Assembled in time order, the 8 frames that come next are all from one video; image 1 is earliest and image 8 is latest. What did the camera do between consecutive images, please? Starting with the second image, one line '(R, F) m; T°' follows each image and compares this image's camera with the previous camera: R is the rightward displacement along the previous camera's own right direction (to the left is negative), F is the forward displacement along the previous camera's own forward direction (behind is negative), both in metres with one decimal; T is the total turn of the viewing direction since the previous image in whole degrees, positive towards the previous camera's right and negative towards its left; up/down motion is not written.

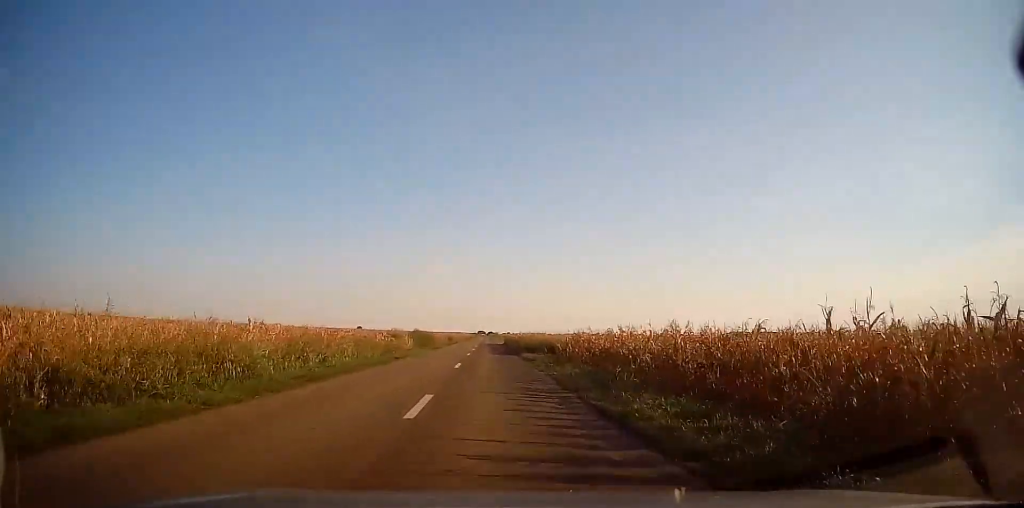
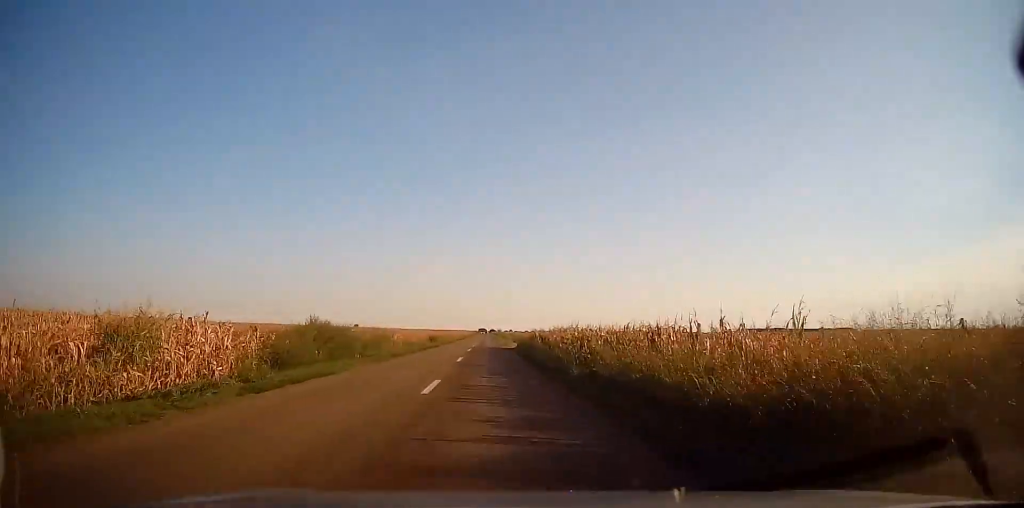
(-0.3, +33.1) m; -1°
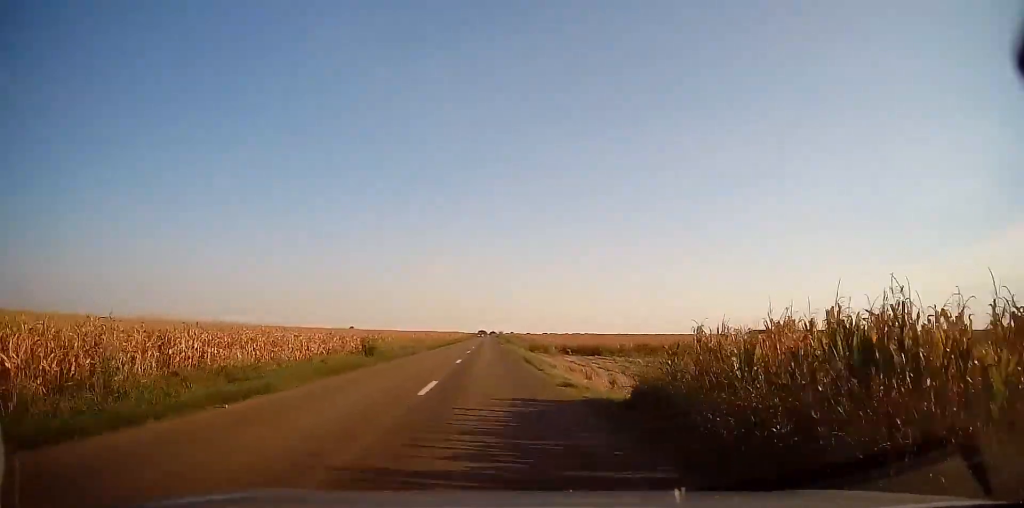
(-0.1, +36.2) m; +1°
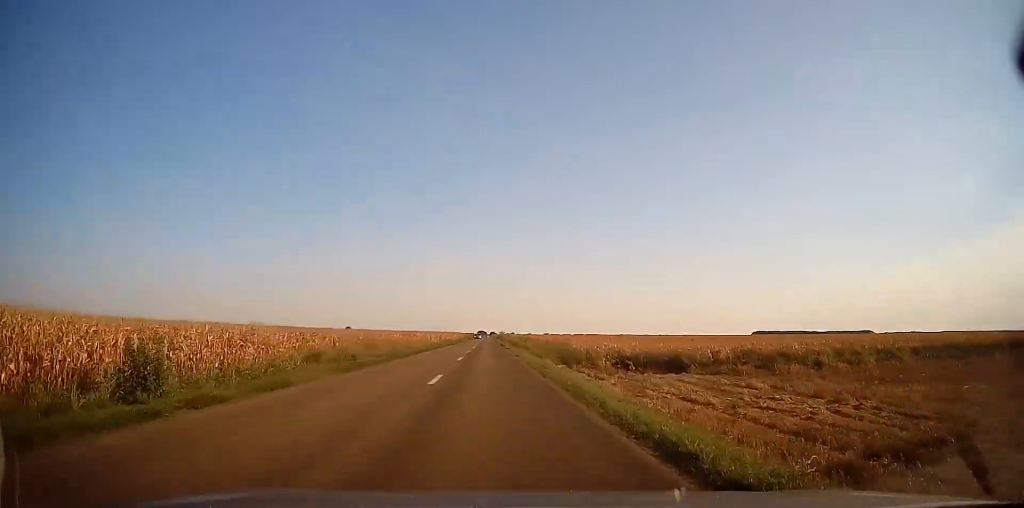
(+0.2, +21.6) m; 0°
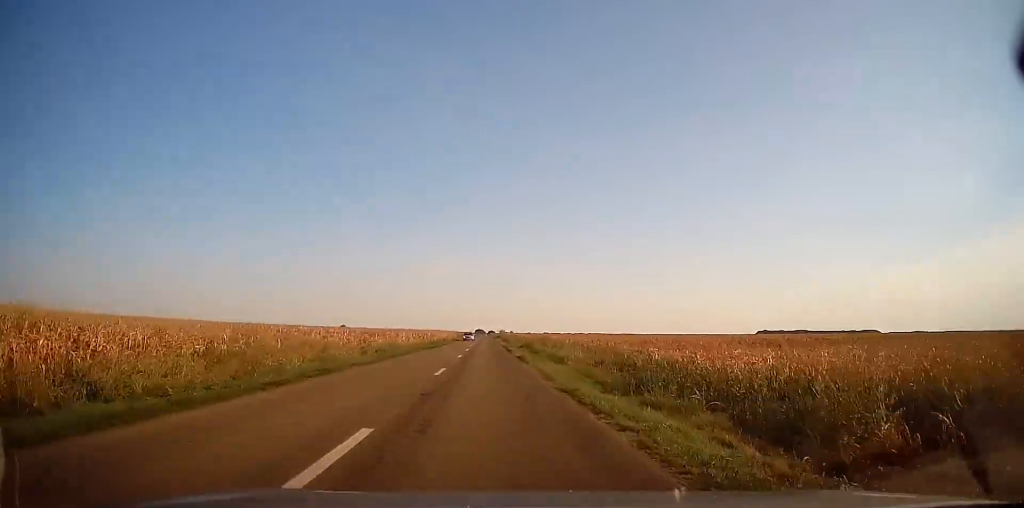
(+0.1, +21.2) m; -1°
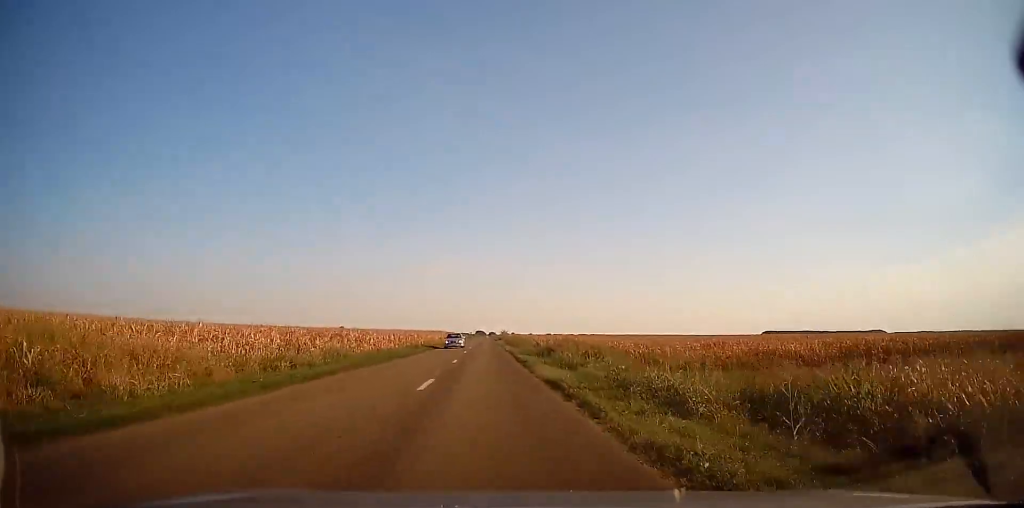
(-0.3, +15.8) m; 0°
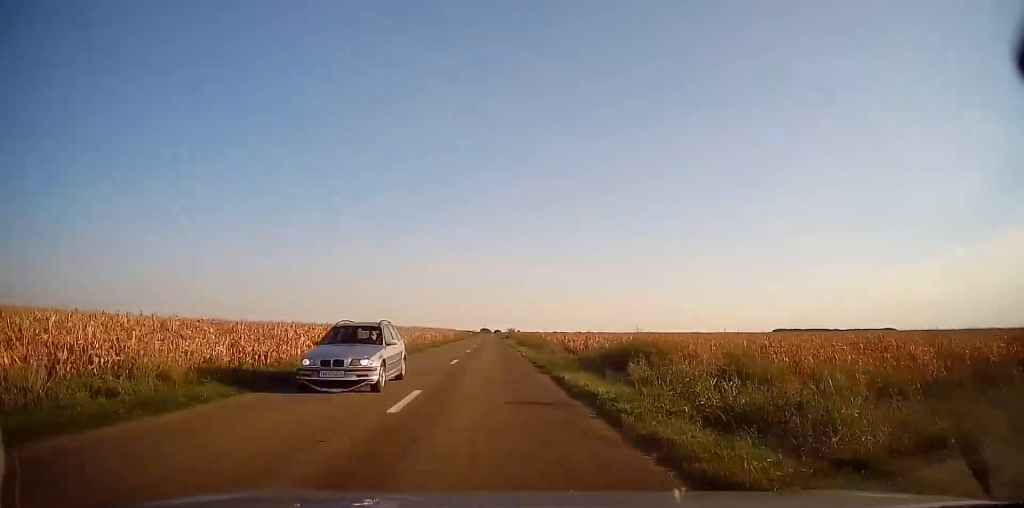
(-0.1, +16.3) m; 0°
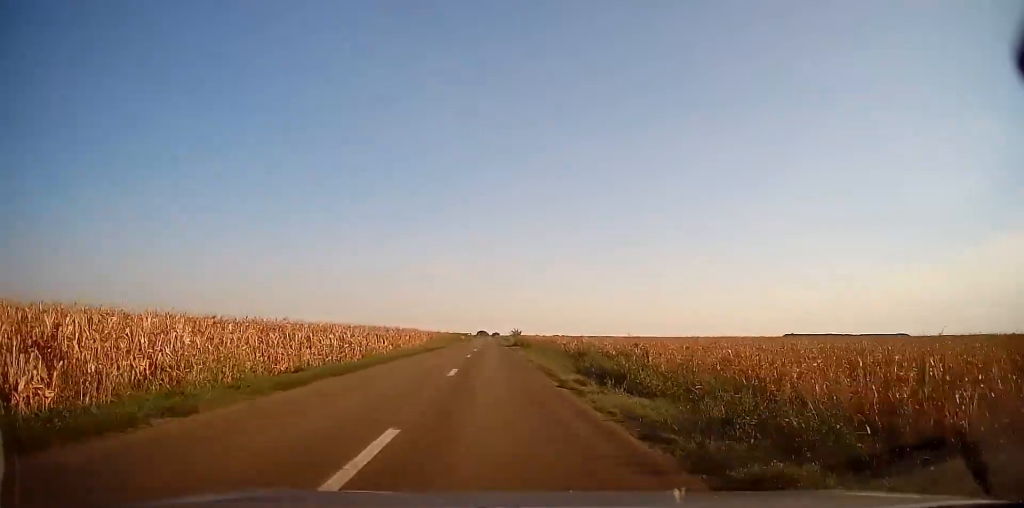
(+0.4, +39.7) m; 0°
